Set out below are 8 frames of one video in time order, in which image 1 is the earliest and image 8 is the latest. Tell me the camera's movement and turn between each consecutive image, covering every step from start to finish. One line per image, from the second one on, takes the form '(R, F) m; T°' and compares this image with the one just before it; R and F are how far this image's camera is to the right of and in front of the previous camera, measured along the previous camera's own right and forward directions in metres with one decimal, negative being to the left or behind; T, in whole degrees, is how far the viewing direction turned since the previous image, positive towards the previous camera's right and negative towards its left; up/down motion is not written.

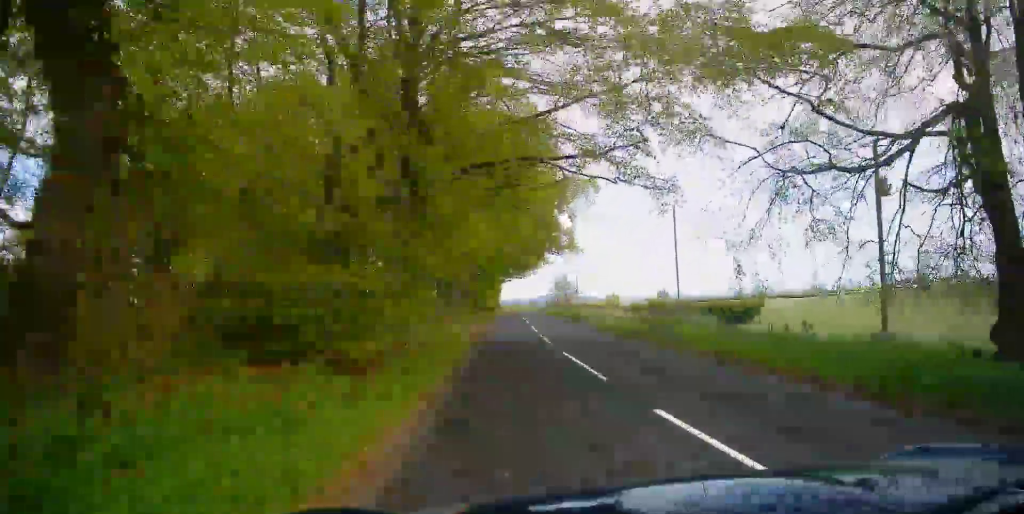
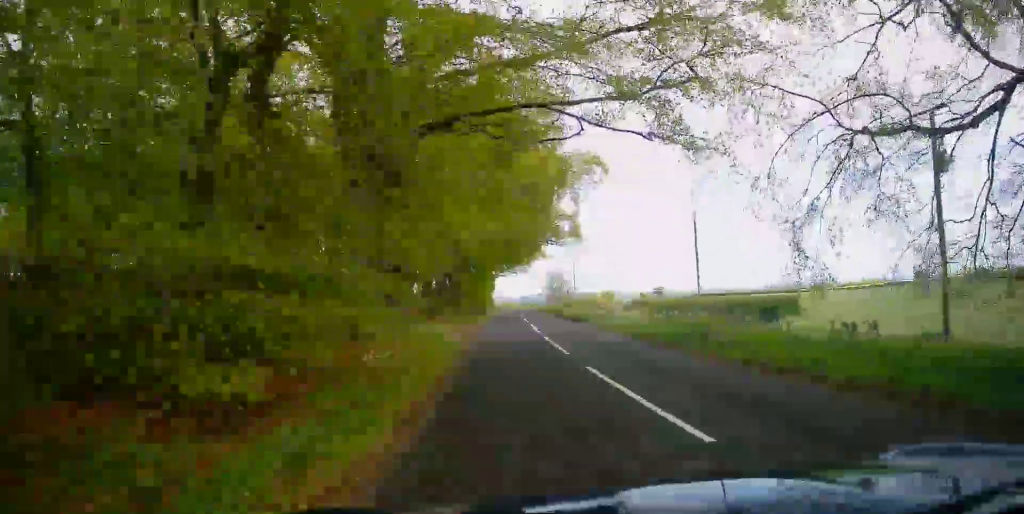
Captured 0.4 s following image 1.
(0.0, +5.1) m; +1°
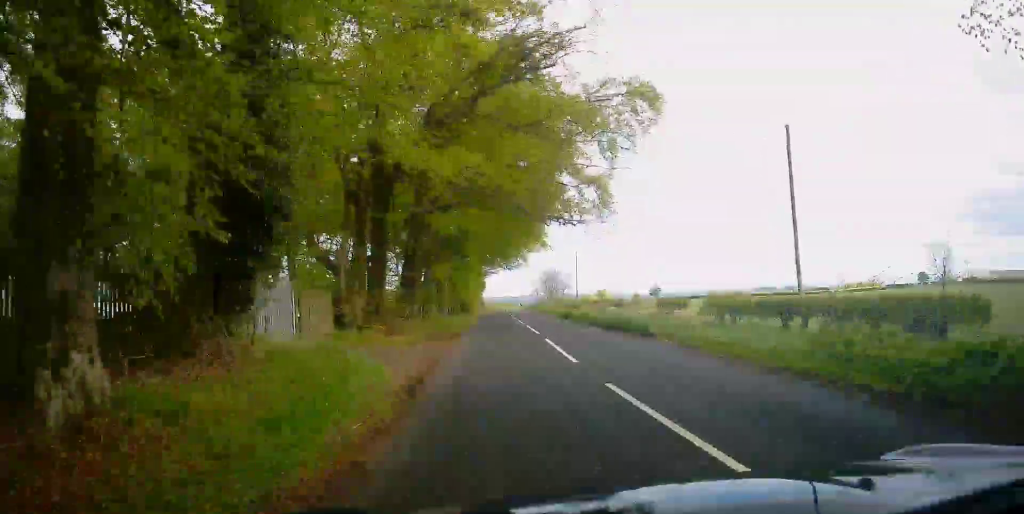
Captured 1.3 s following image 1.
(+0.1, +11.3) m; +2°
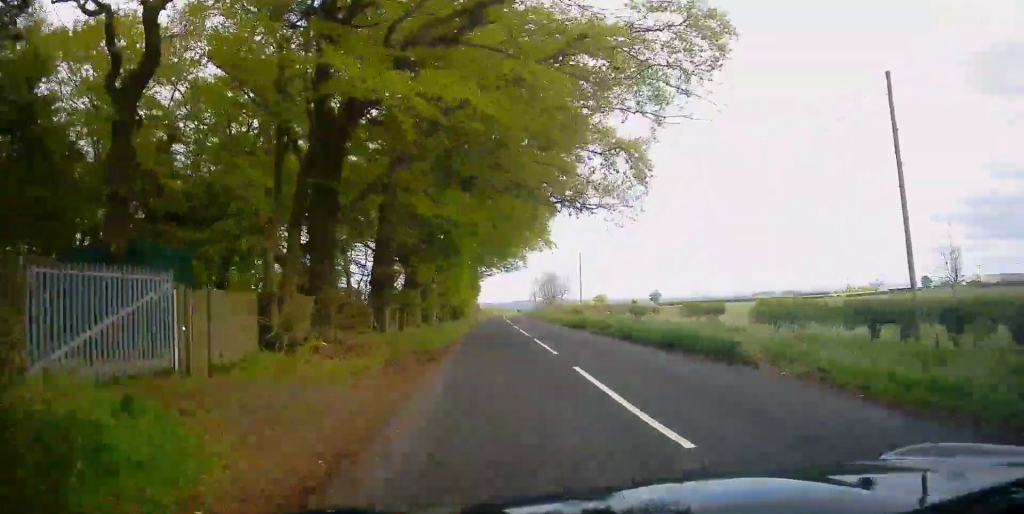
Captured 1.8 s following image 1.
(+0.2, +6.6) m; +1°
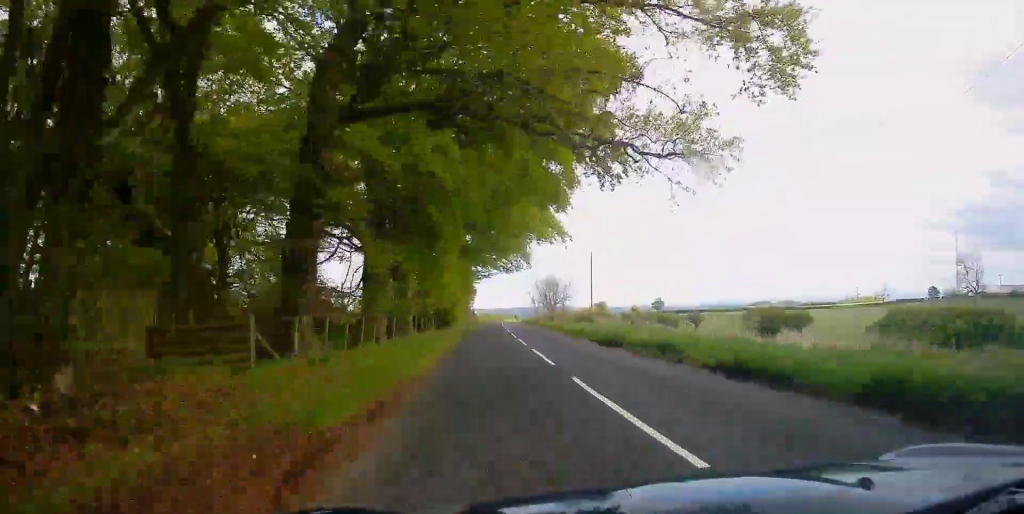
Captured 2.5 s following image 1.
(+0.1, +9.2) m; +1°
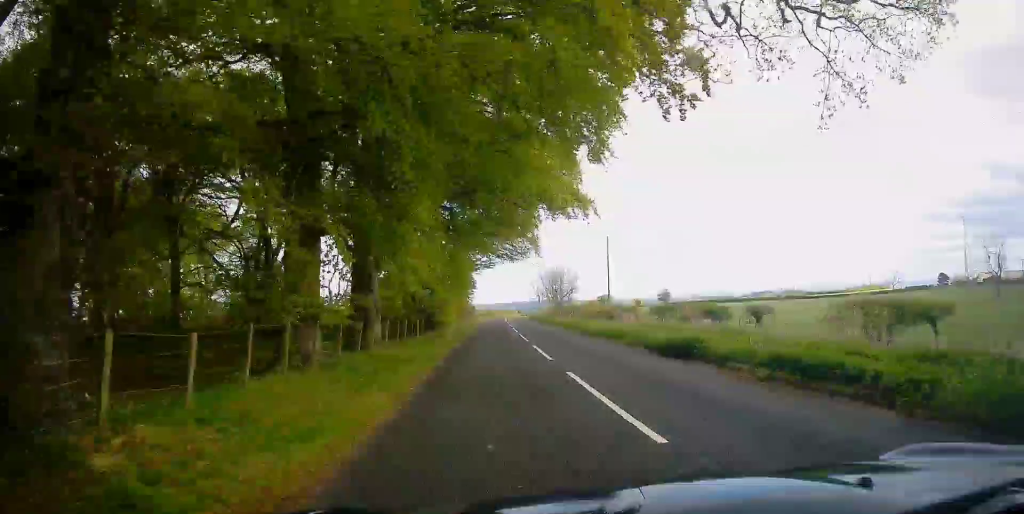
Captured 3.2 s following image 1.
(-0.1, +8.2) m; 0°
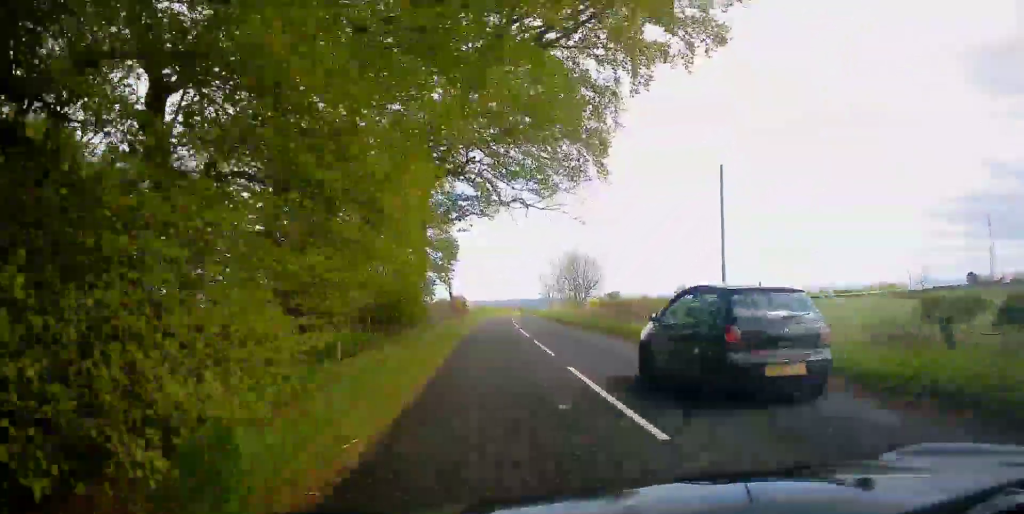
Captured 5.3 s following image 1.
(+0.2, +27.0) m; -1°
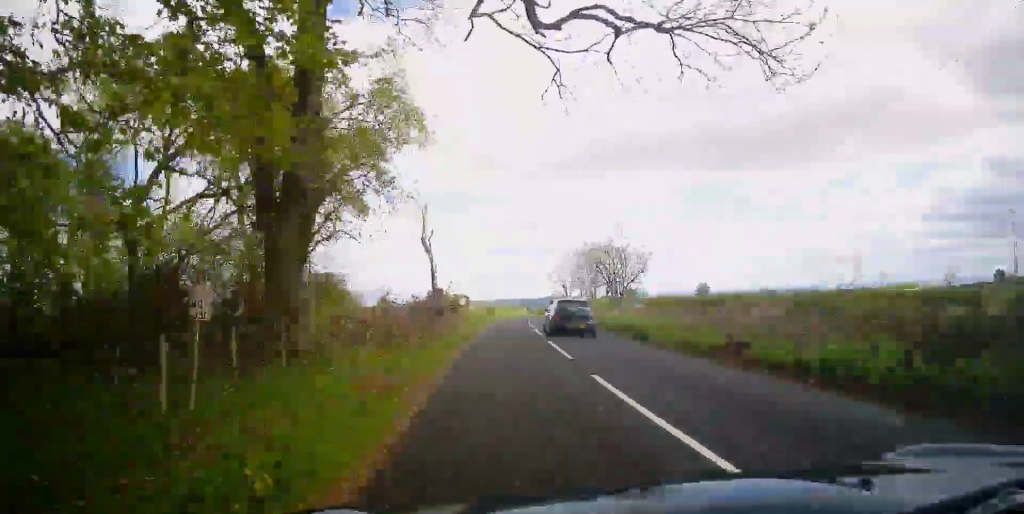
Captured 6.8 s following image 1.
(-0.1, +18.9) m; +2°
